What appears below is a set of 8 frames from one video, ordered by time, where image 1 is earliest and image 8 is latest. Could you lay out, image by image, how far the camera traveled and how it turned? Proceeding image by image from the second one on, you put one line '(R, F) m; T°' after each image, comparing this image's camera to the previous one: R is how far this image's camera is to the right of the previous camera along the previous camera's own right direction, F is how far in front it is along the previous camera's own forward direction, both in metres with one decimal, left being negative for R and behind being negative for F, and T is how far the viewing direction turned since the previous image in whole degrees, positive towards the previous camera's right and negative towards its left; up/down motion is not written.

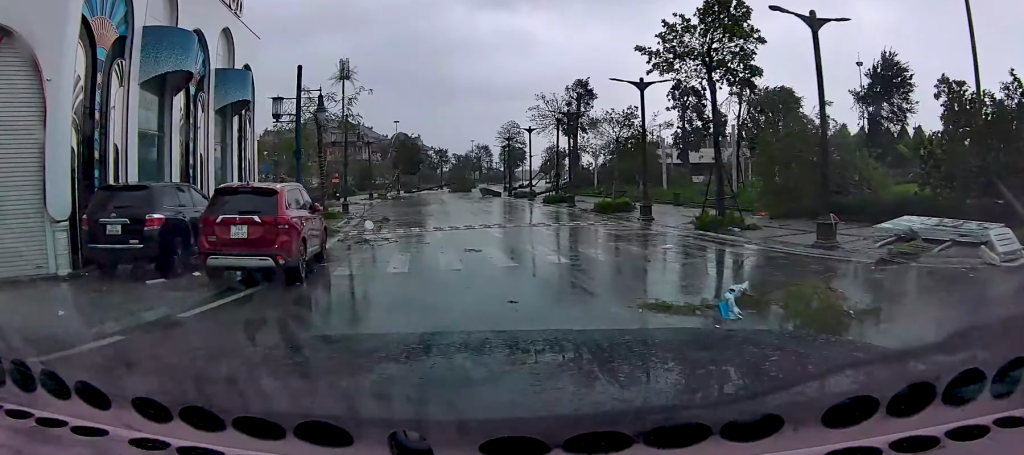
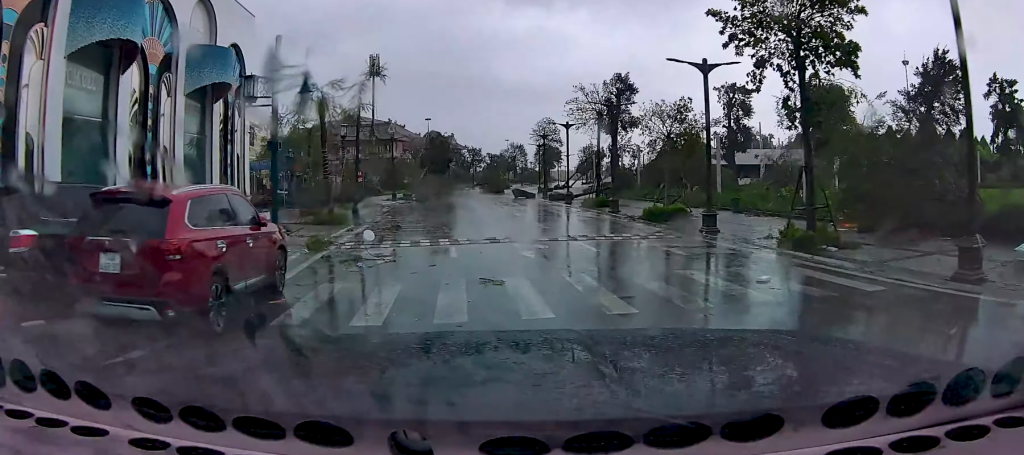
(-0.5, +4.3) m; -7°
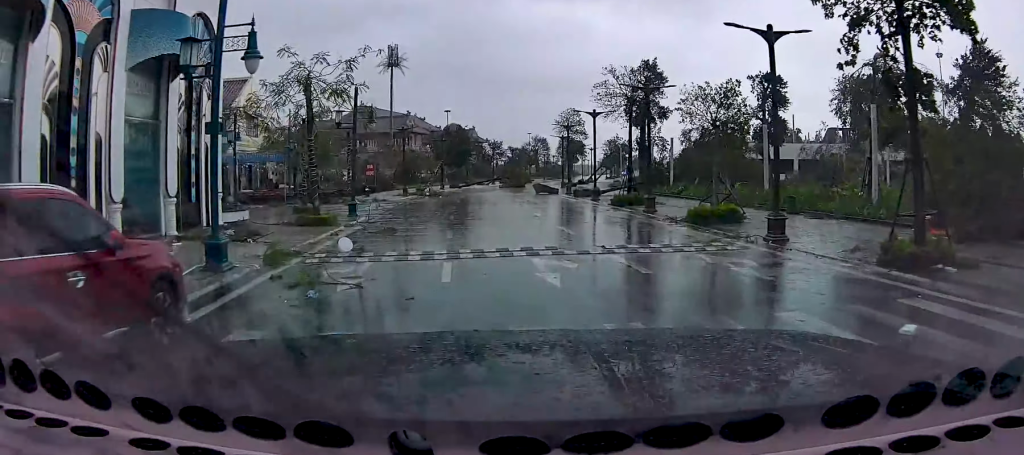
(-0.2, +4.2) m; +4°
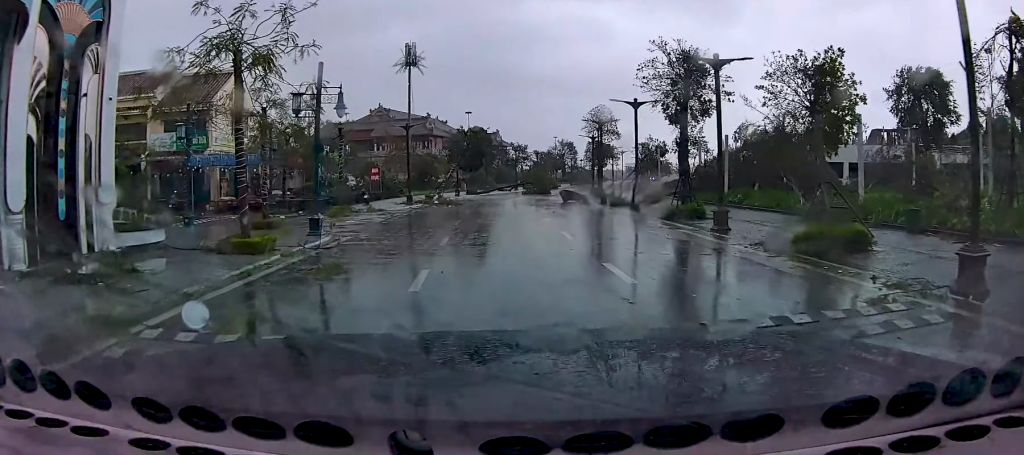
(+0.4, +7.2) m; -4°
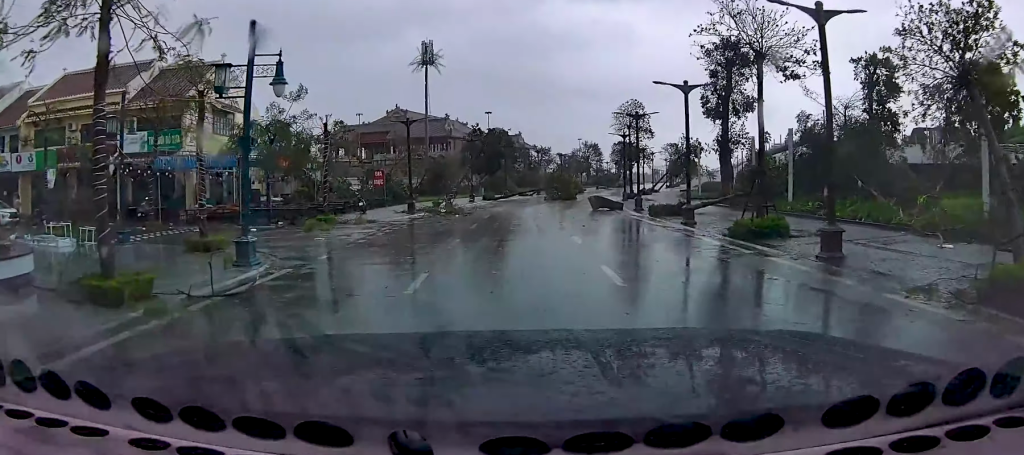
(-0.7, +6.3) m; -7°
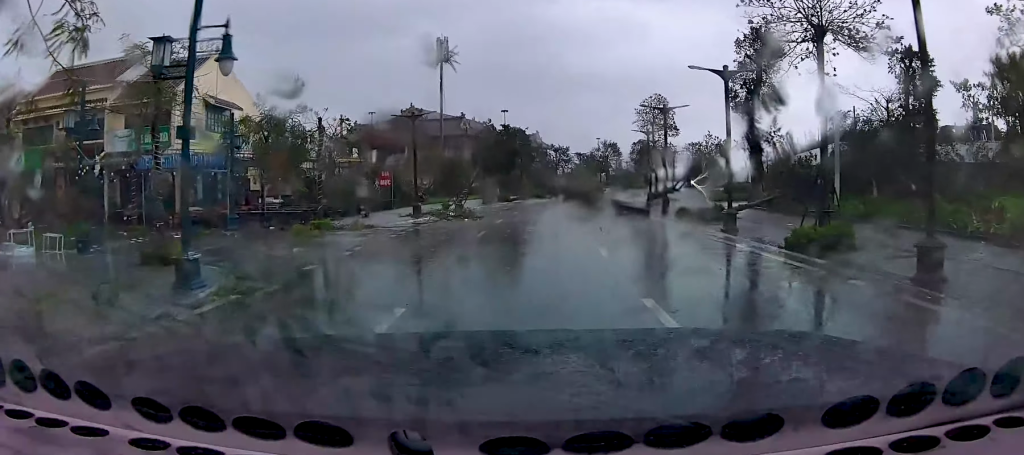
(0.0, +3.2) m; -1°
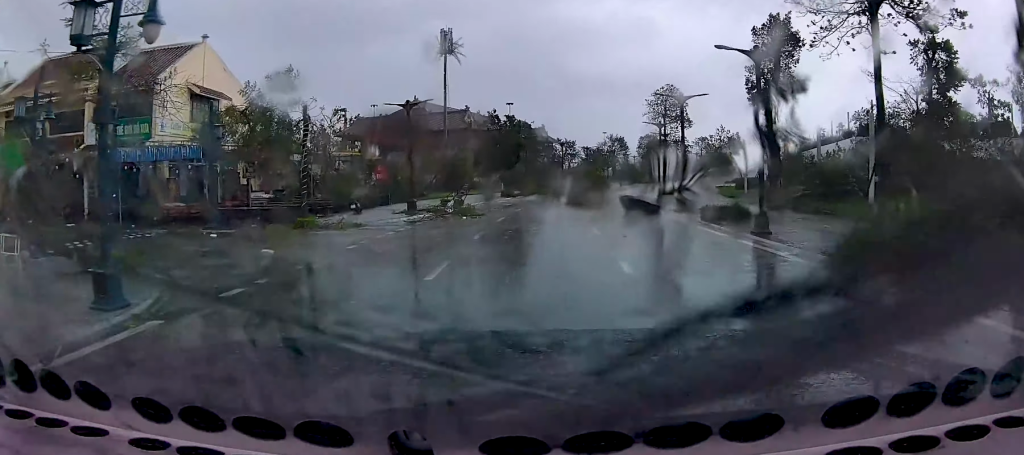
(-0.1, +2.6) m; -1°
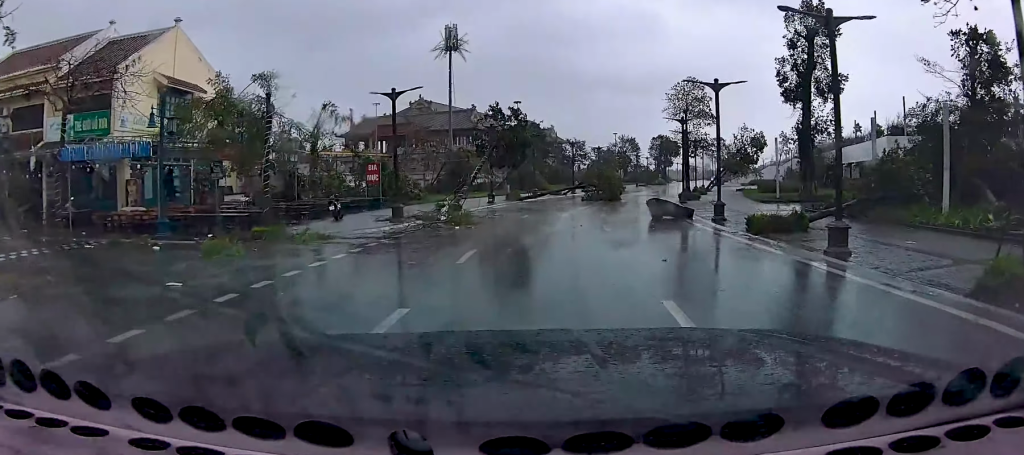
(0.0, +4.6) m; 0°
